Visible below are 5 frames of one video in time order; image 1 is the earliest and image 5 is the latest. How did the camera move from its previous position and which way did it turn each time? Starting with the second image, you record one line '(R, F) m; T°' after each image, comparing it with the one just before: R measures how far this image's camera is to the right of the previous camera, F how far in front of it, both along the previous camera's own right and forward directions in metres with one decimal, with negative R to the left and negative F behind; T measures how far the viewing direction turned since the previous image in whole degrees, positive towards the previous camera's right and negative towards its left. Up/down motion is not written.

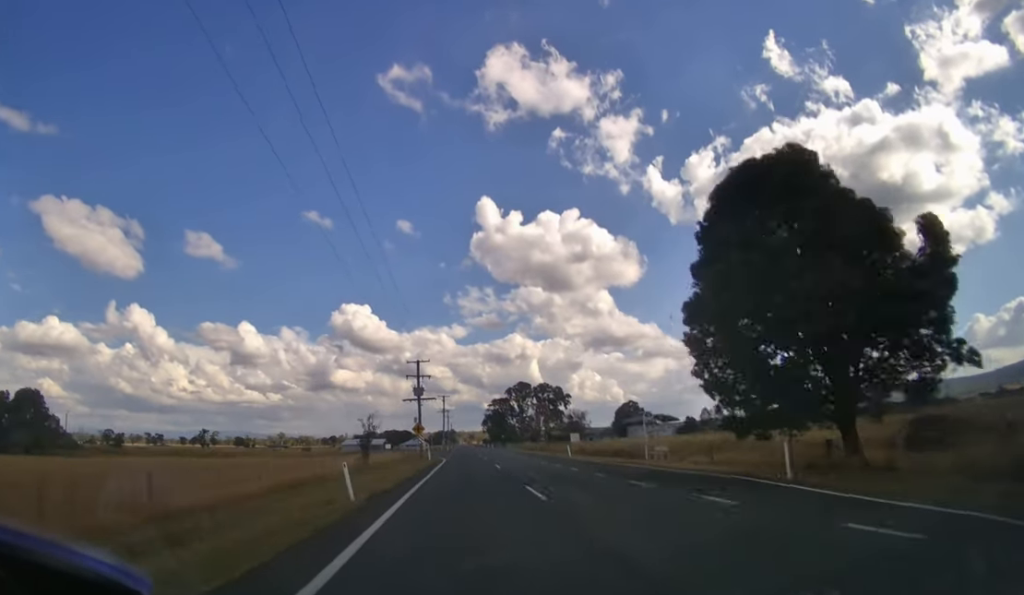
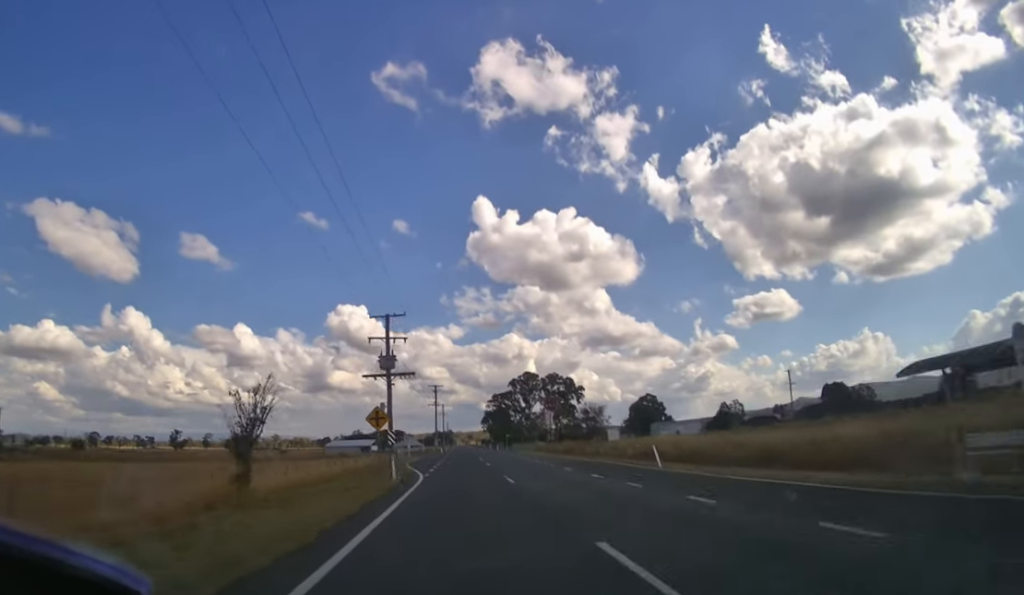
(0.0, +17.6) m; 0°
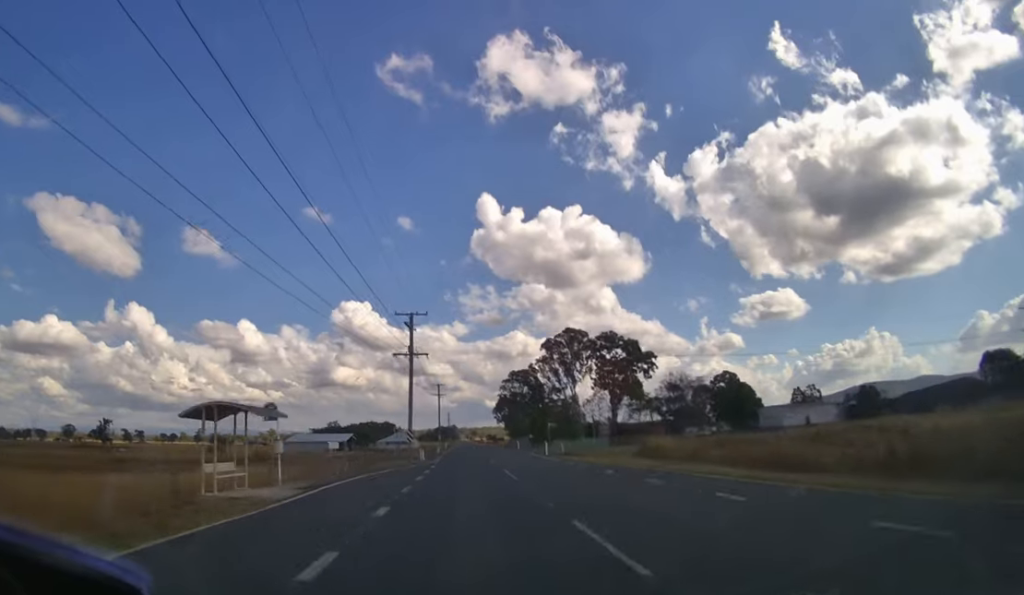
(0.0, +40.2) m; 0°
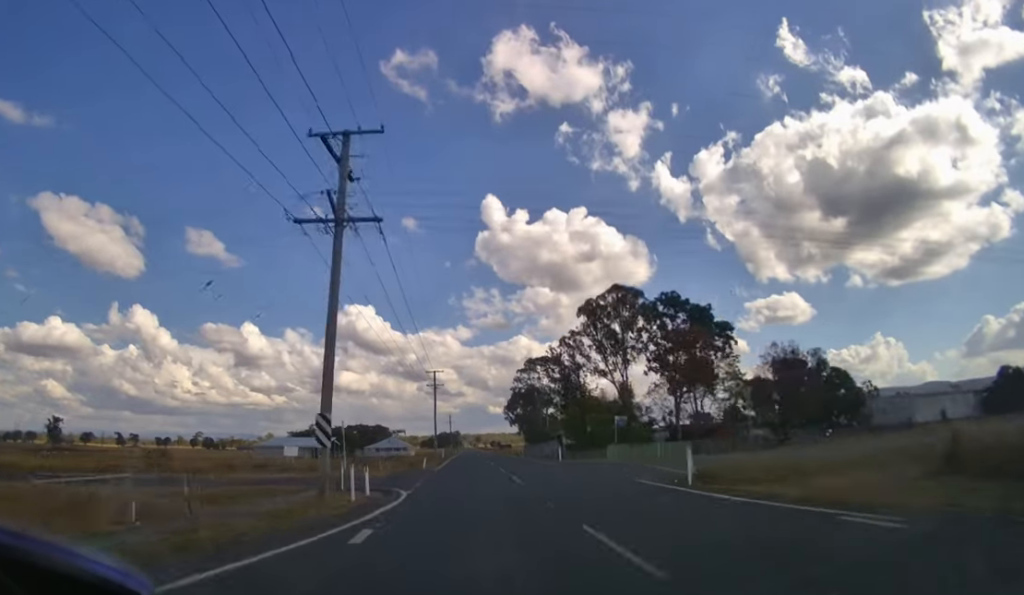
(0.0, +23.2) m; 0°
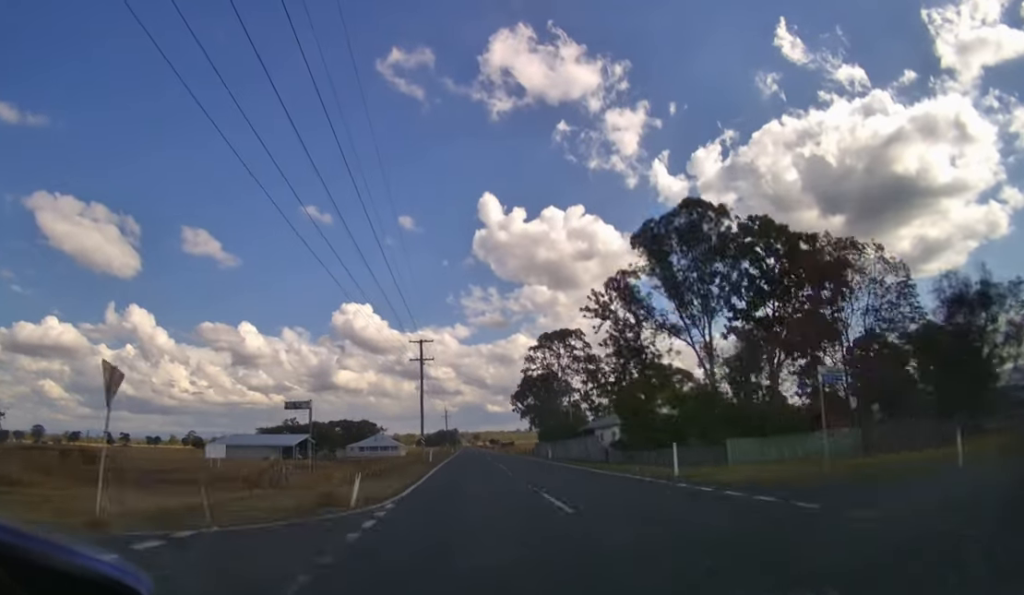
(0.0, +20.4) m; 0°
